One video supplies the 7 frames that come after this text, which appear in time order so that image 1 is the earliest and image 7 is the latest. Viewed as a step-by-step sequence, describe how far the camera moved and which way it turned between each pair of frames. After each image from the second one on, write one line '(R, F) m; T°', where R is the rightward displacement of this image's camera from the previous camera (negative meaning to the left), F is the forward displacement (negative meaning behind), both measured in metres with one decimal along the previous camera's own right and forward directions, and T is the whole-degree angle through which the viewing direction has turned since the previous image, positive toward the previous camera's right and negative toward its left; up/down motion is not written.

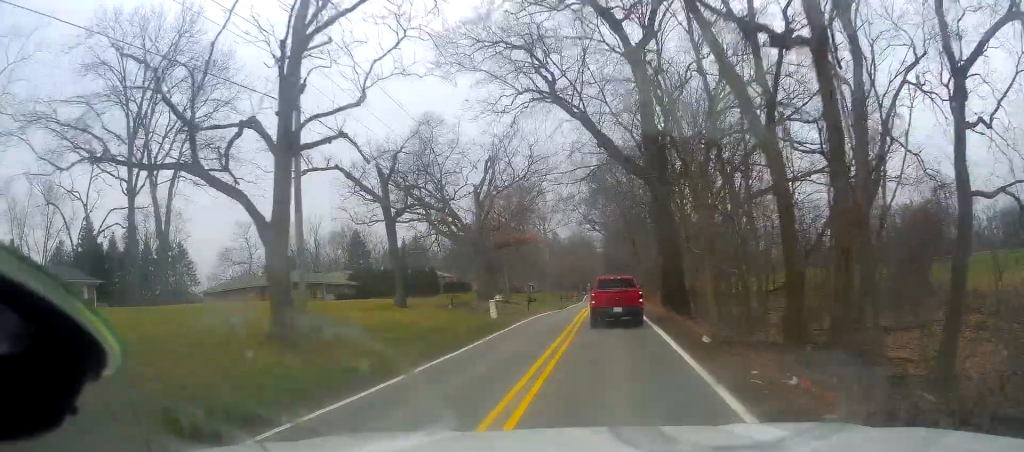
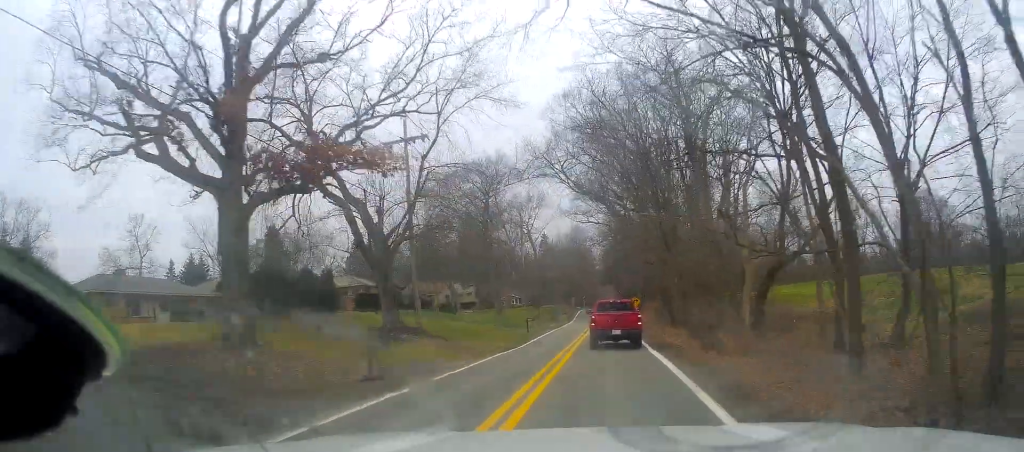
(+0.7, +31.3) m; -1°
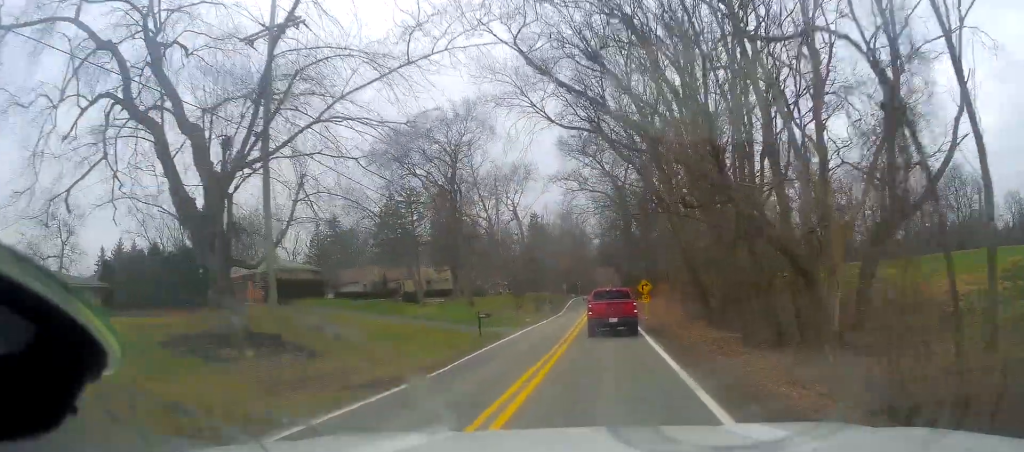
(-0.6, +15.9) m; 0°
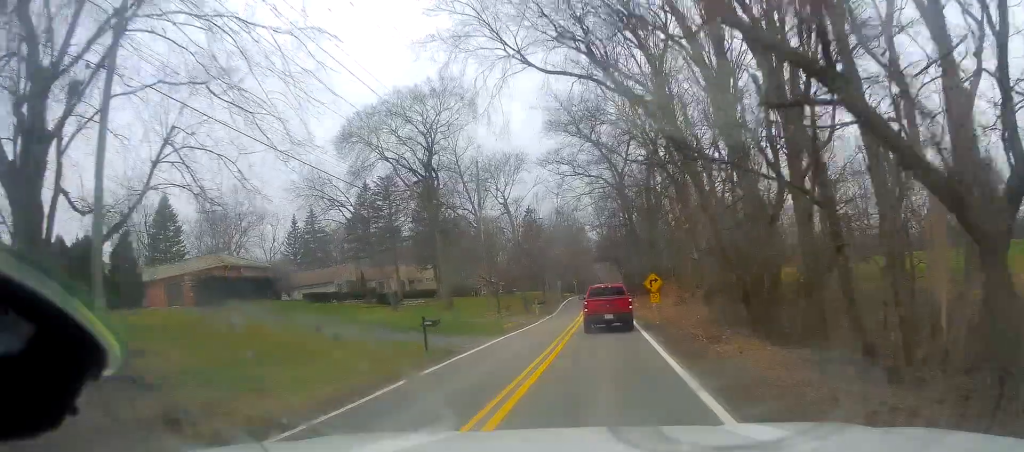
(+0.2, +8.3) m; +1°
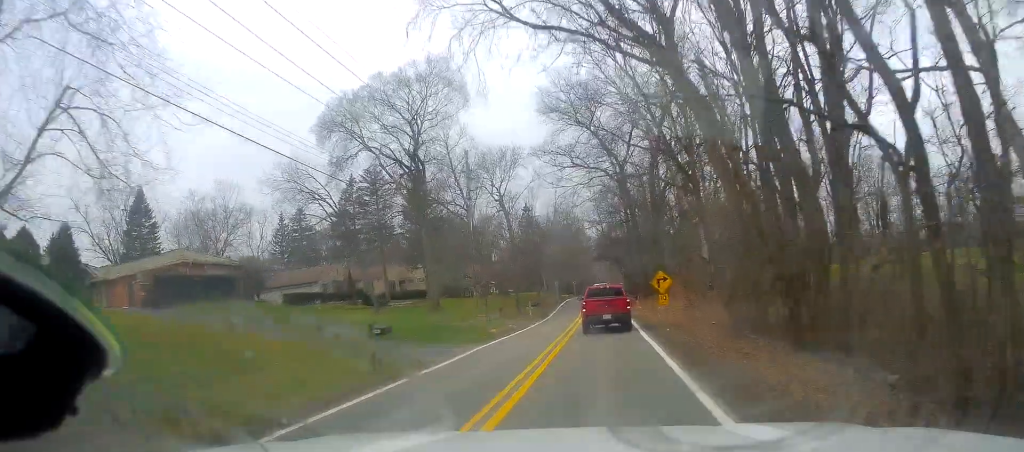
(+0.2, +4.6) m; 0°
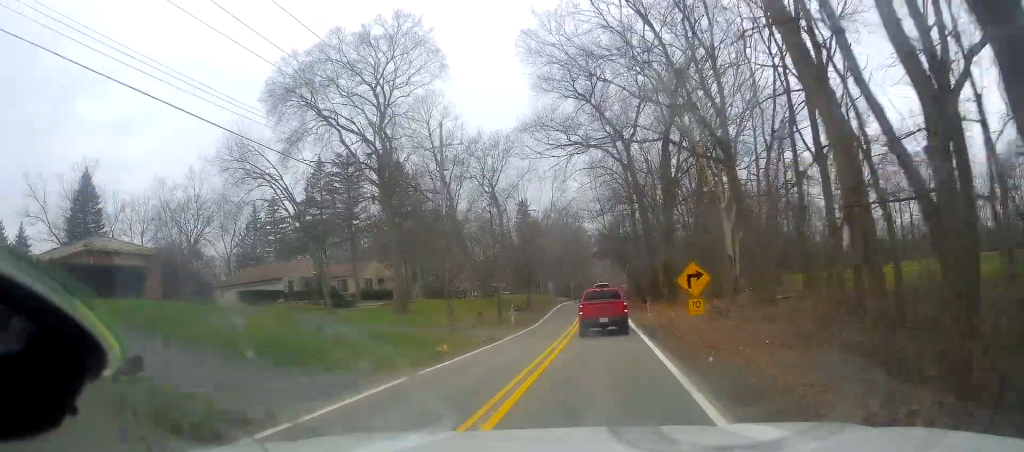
(-0.3, +9.1) m; -2°
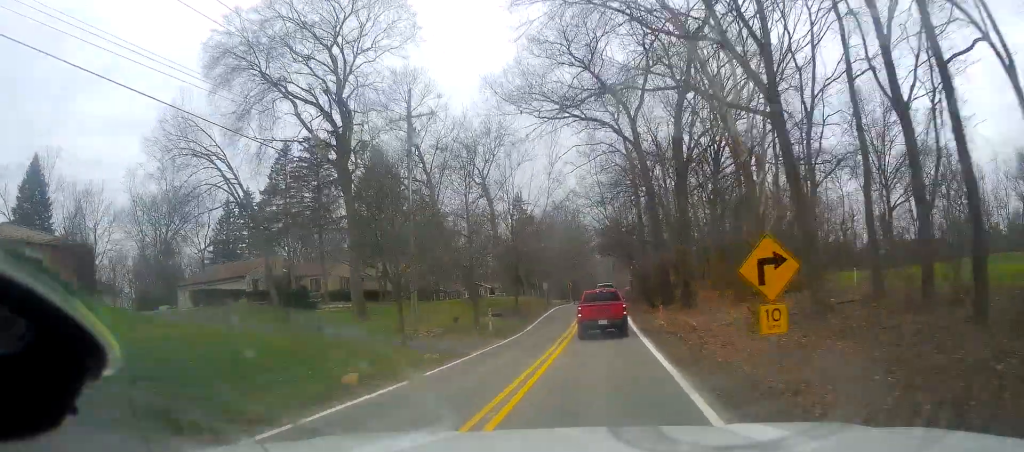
(-0.1, +7.7) m; 0°
